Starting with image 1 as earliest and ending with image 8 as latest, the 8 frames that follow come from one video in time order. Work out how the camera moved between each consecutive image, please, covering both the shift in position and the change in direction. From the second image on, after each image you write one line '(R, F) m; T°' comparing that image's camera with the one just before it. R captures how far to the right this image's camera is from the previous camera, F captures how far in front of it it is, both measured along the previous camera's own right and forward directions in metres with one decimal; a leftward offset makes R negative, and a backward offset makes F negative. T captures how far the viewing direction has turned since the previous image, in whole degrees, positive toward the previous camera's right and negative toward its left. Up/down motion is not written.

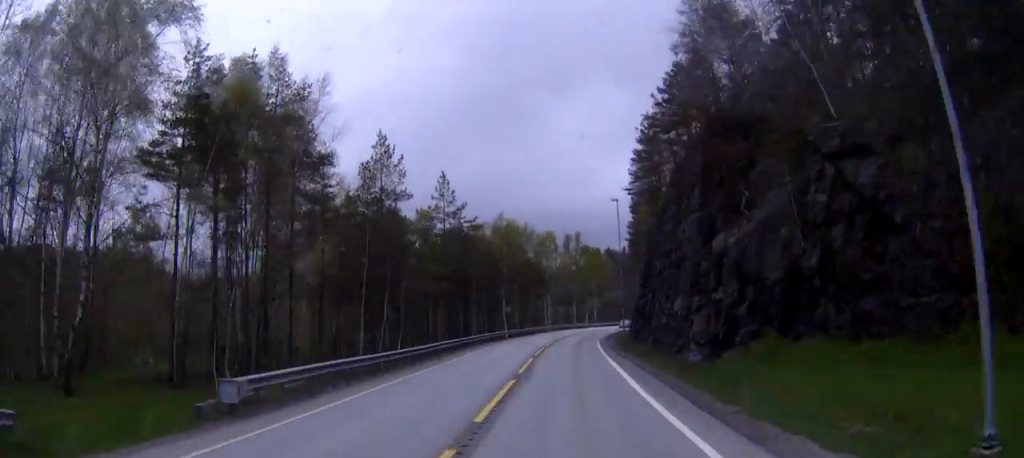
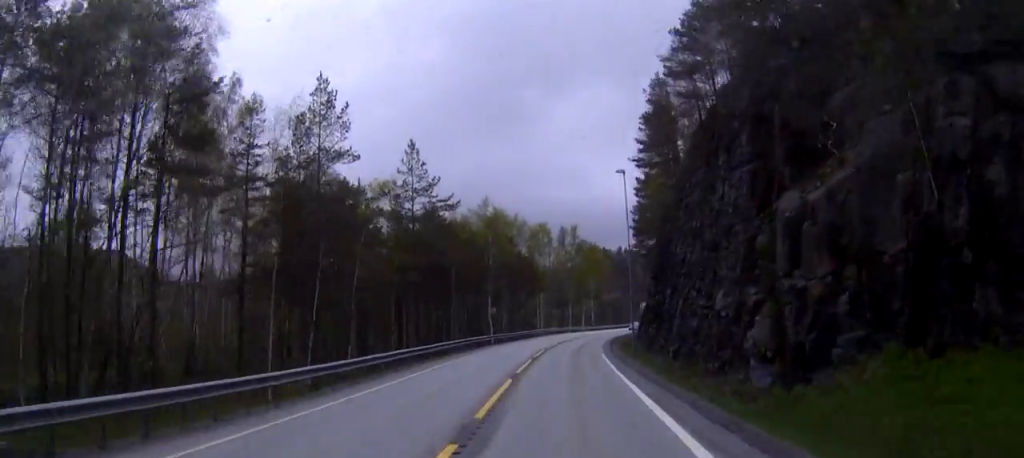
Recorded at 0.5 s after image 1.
(0.0, +11.6) m; 0°
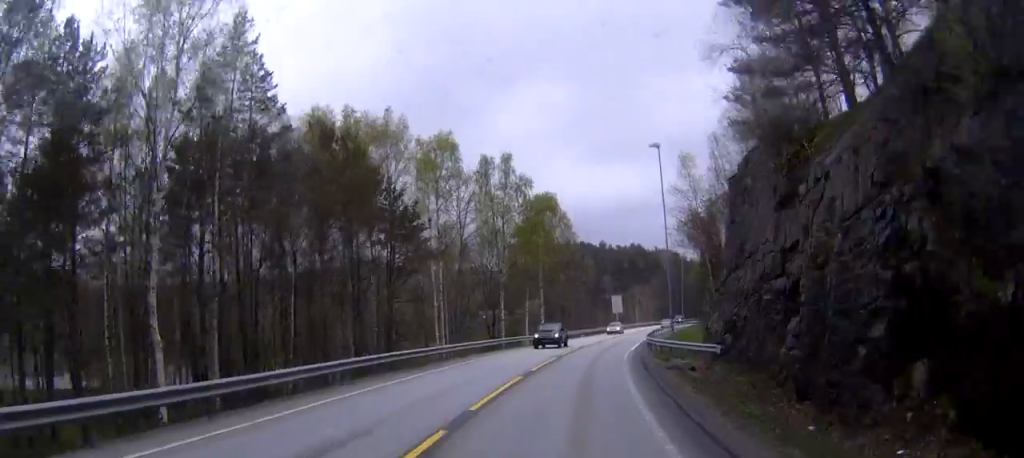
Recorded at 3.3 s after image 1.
(+2.1, +59.4) m; +6°
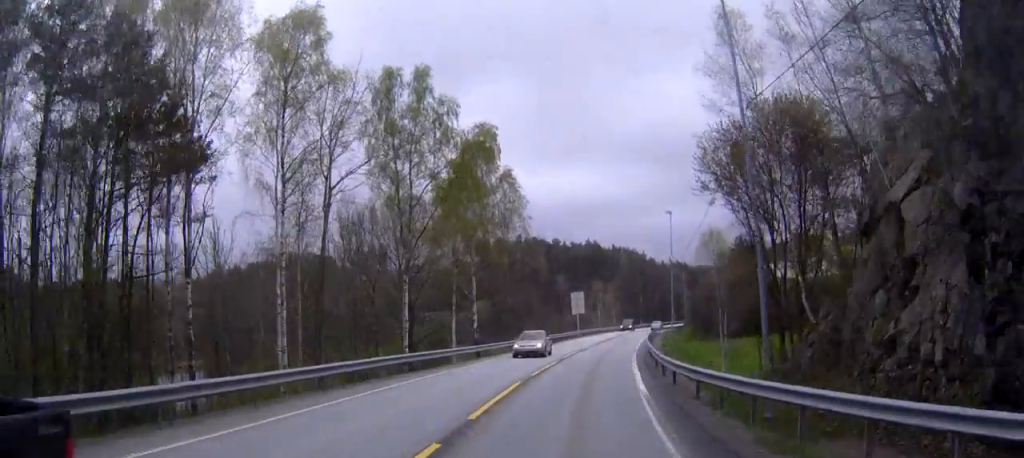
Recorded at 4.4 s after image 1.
(+0.8, +25.6) m; +2°
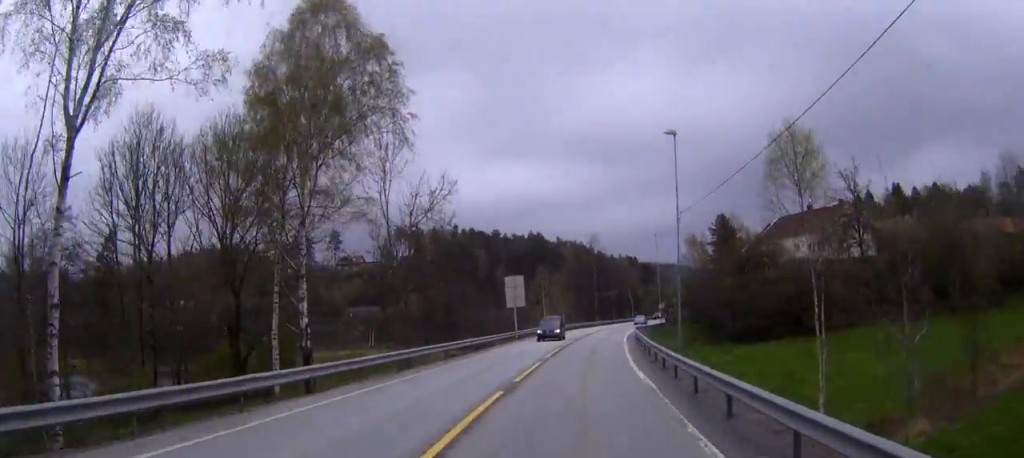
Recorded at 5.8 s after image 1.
(+0.1, +29.5) m; +2°
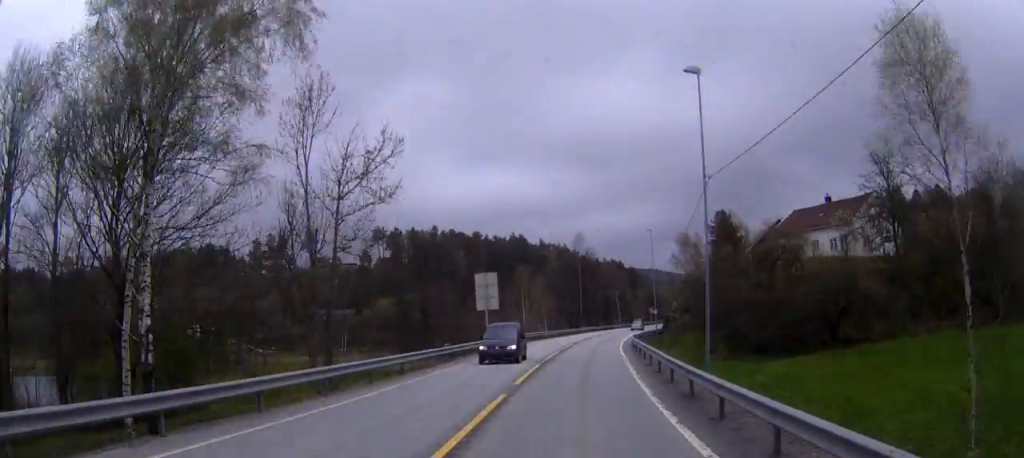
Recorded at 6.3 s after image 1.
(+0.3, +11.2) m; +2°
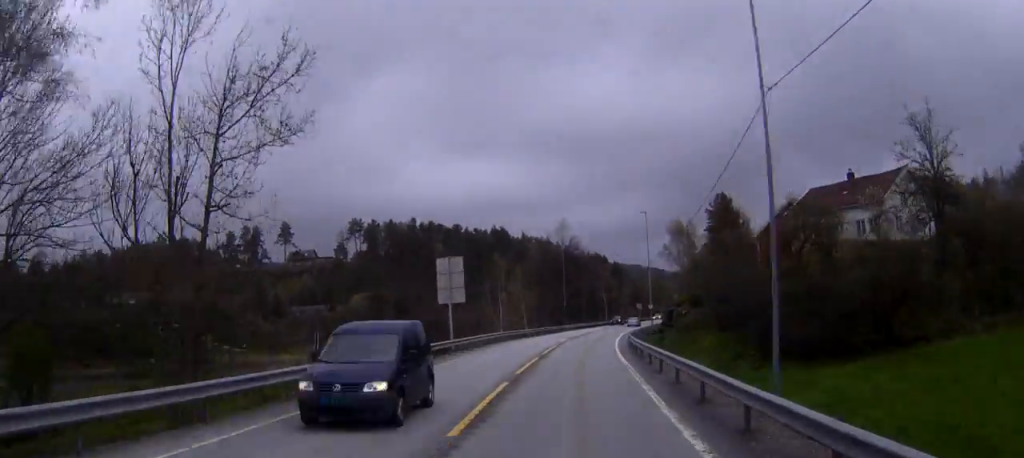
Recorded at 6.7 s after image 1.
(0.0, +10.4) m; +2°
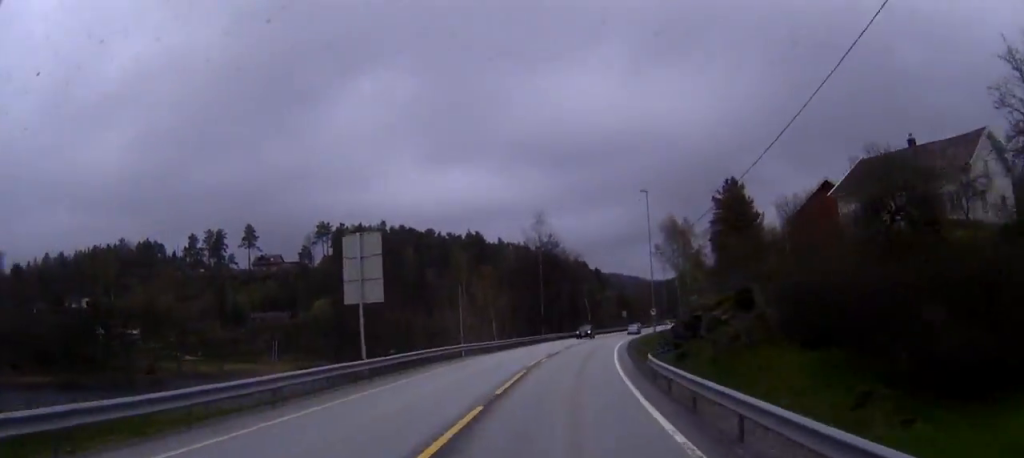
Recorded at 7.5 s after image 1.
(+0.6, +16.4) m; +3°
